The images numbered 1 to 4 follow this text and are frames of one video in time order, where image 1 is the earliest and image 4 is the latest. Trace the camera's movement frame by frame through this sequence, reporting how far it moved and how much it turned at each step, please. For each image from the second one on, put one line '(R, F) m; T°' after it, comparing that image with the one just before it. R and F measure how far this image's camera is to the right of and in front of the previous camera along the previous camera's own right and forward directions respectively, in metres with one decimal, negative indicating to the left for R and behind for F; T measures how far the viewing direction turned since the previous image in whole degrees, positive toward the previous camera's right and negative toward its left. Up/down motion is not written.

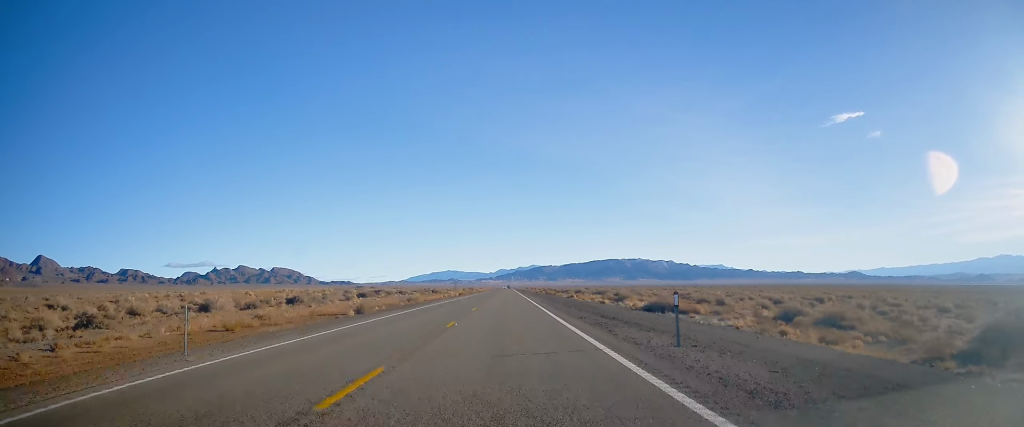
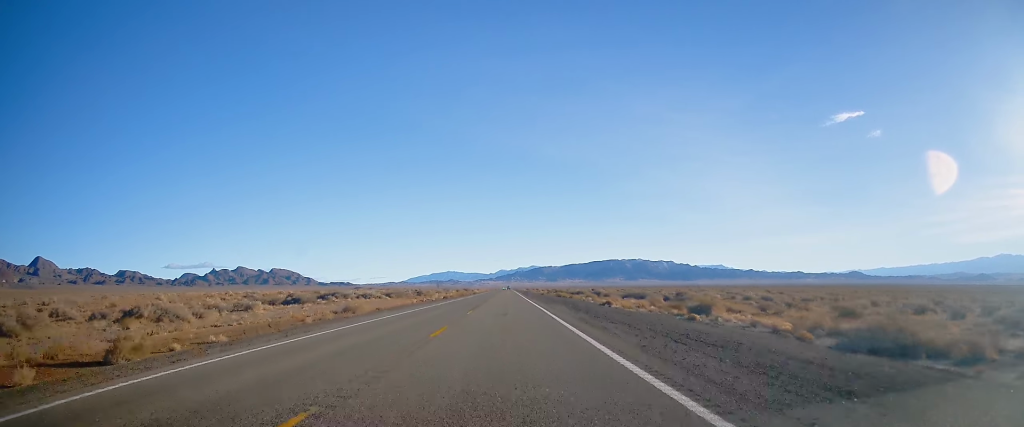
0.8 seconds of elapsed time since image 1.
(-0.3, +27.7) m; -1°
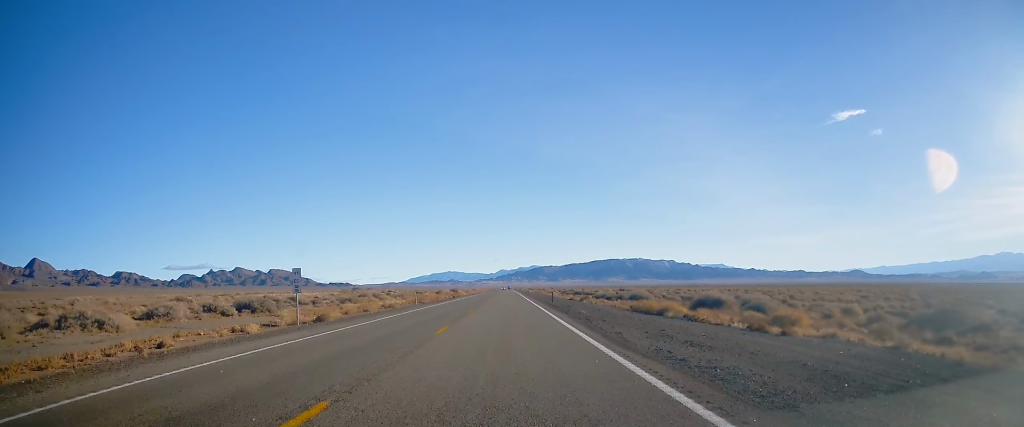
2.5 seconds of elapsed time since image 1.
(0.0, +60.1) m; +1°
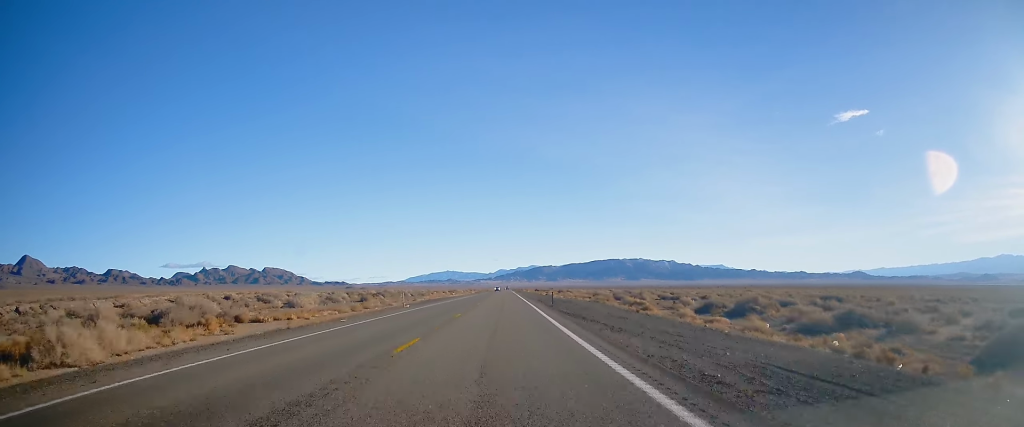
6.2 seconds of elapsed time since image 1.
(+0.2, +125.6) m; 0°
